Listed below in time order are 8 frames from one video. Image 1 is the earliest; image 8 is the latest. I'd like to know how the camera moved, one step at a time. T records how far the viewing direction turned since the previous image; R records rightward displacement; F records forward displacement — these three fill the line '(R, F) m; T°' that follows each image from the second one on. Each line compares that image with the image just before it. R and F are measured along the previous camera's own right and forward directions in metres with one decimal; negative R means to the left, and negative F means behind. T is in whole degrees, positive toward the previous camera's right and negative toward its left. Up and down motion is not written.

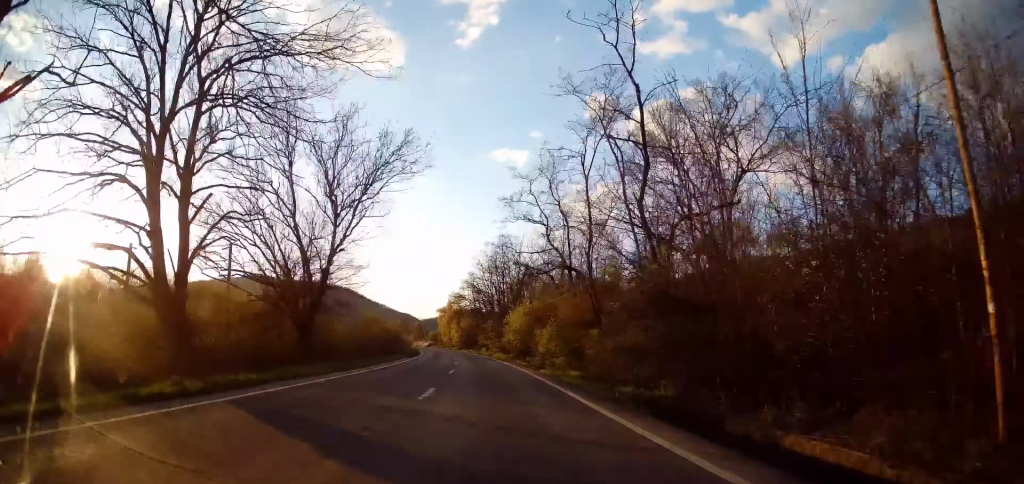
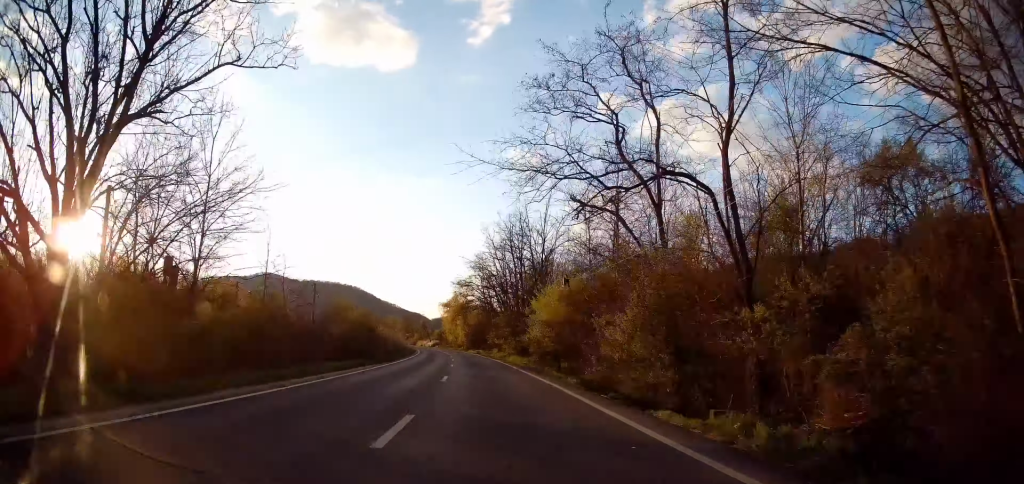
(0.0, +17.8) m; -1°
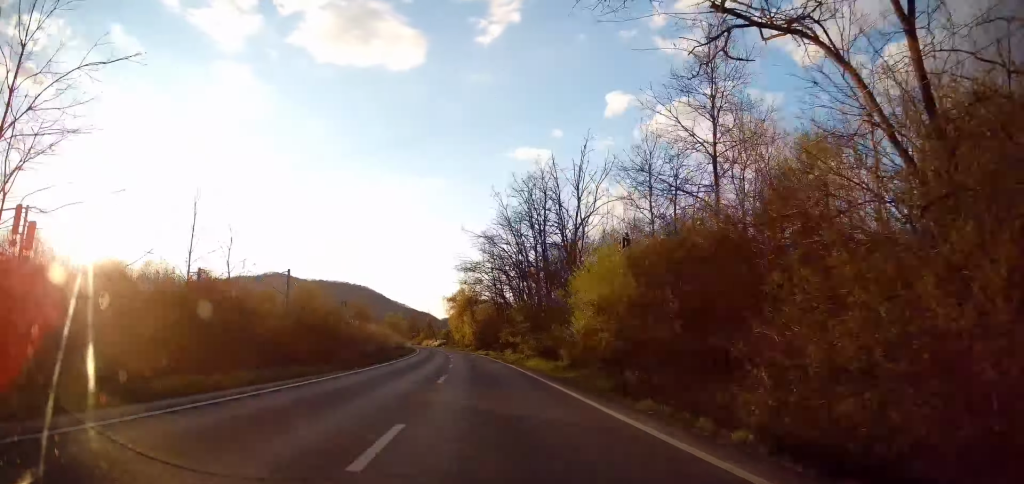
(0.0, +13.4) m; -1°
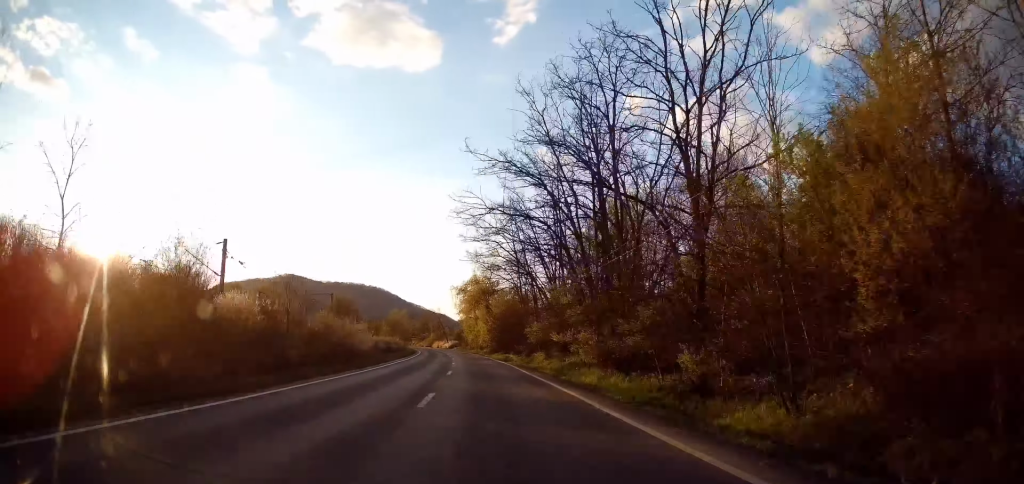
(-0.3, +18.7) m; -1°
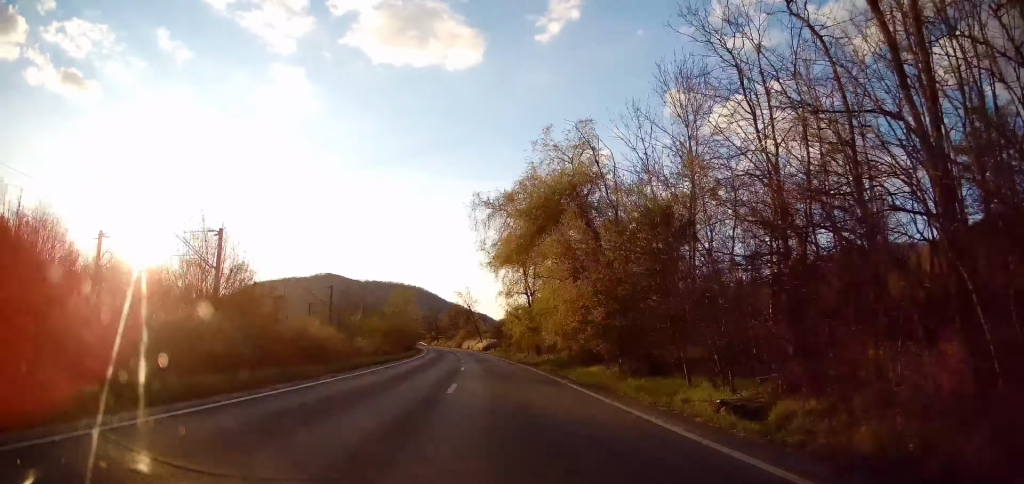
(-1.7, +45.4) m; -4°
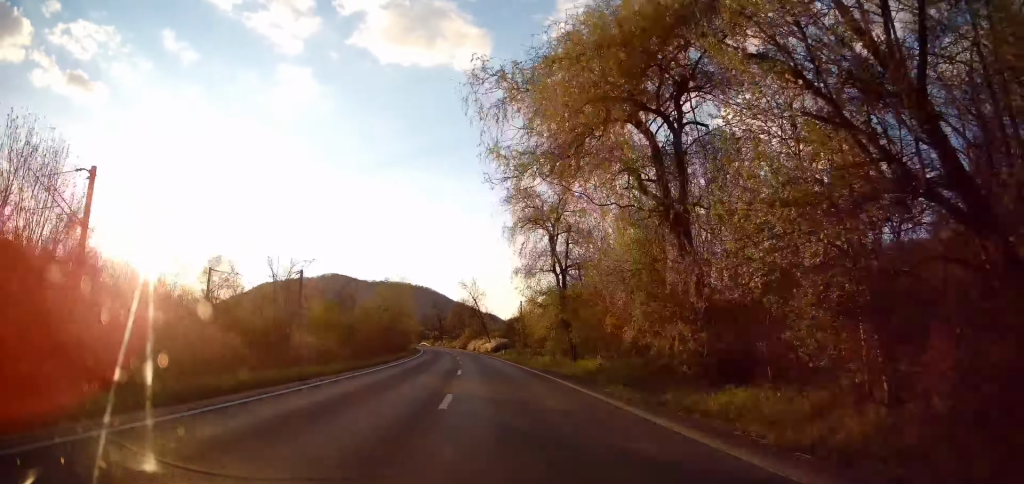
(-0.3, +15.2) m; -1°
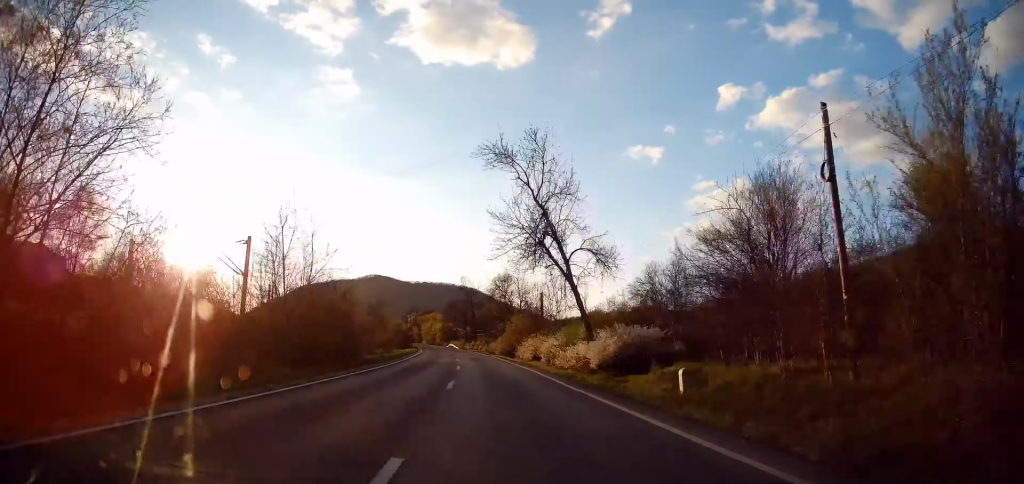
(-1.7, +55.7) m; -5°
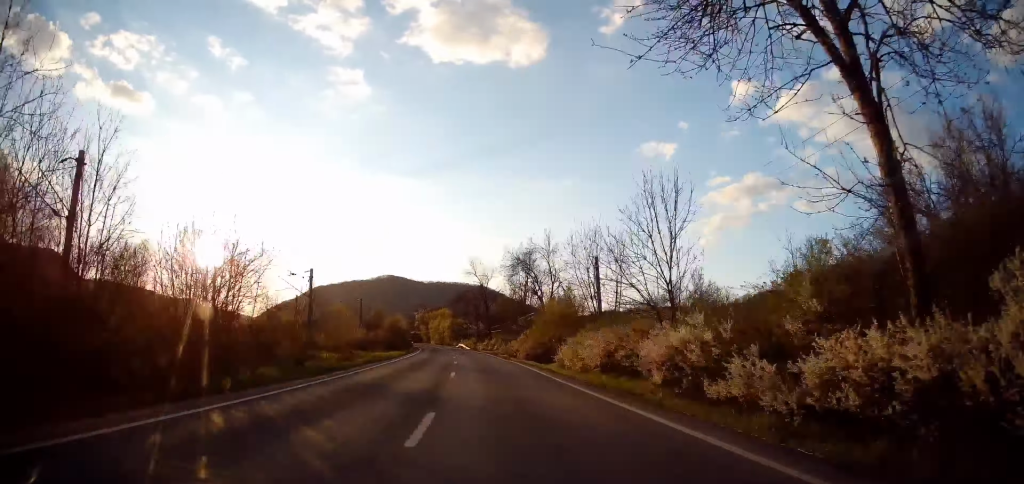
(-0.4, +20.2) m; -2°
